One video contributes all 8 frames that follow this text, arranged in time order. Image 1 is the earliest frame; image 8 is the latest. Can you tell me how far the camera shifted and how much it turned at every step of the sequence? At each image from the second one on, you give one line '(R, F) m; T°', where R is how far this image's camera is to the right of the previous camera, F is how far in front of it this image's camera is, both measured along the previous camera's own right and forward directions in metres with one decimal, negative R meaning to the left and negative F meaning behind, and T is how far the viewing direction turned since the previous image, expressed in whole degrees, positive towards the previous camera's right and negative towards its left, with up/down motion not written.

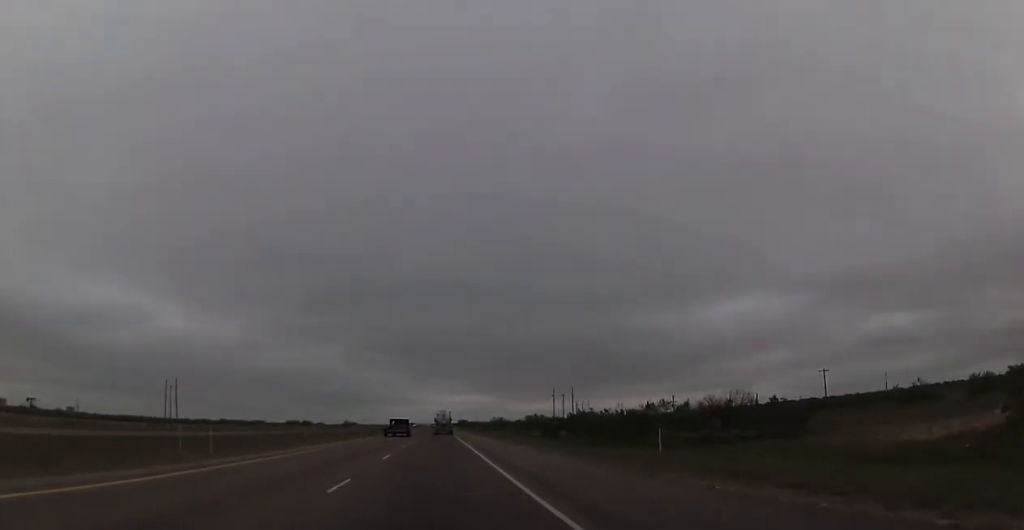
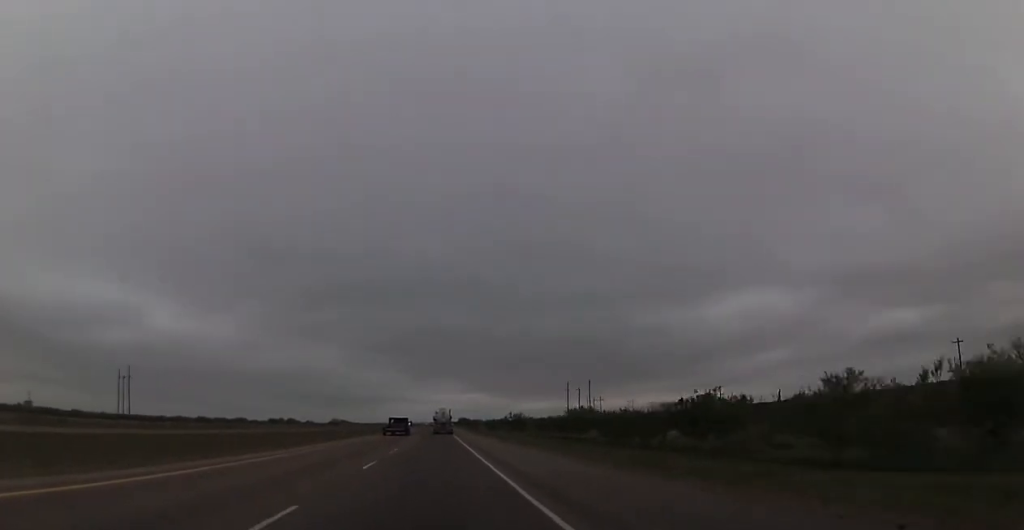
(+0.3, +41.9) m; 0°
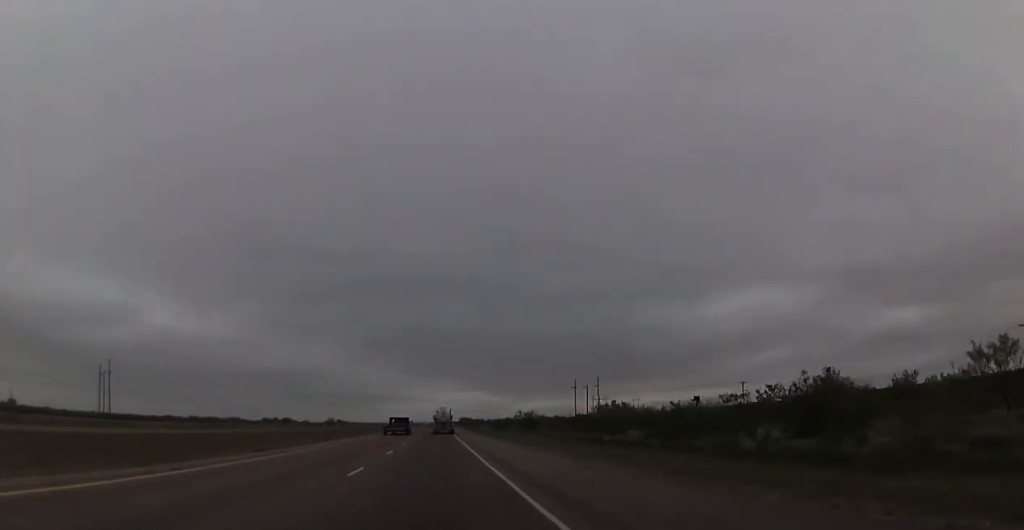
(0.0, +15.1) m; 0°
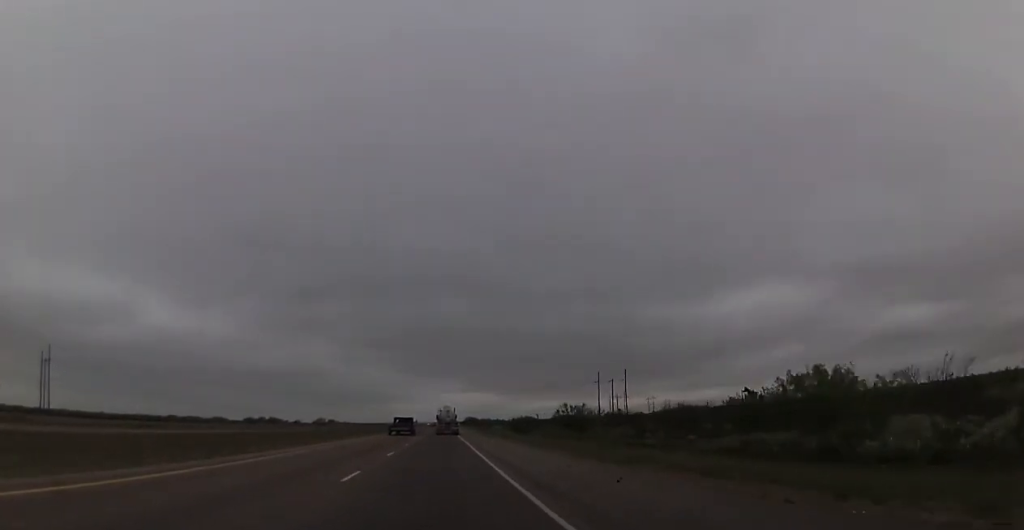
(-0.4, +38.4) m; 0°
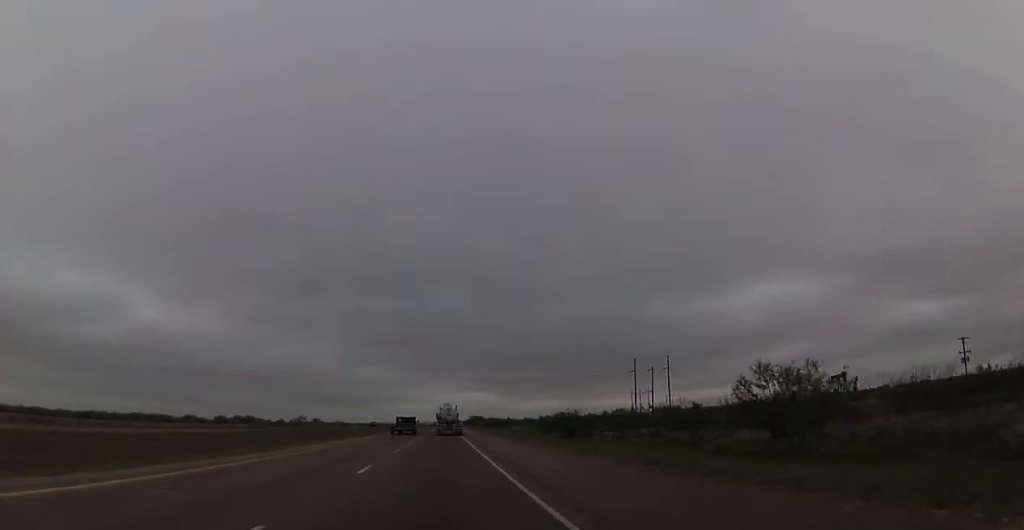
(+0.6, +46.4) m; +1°
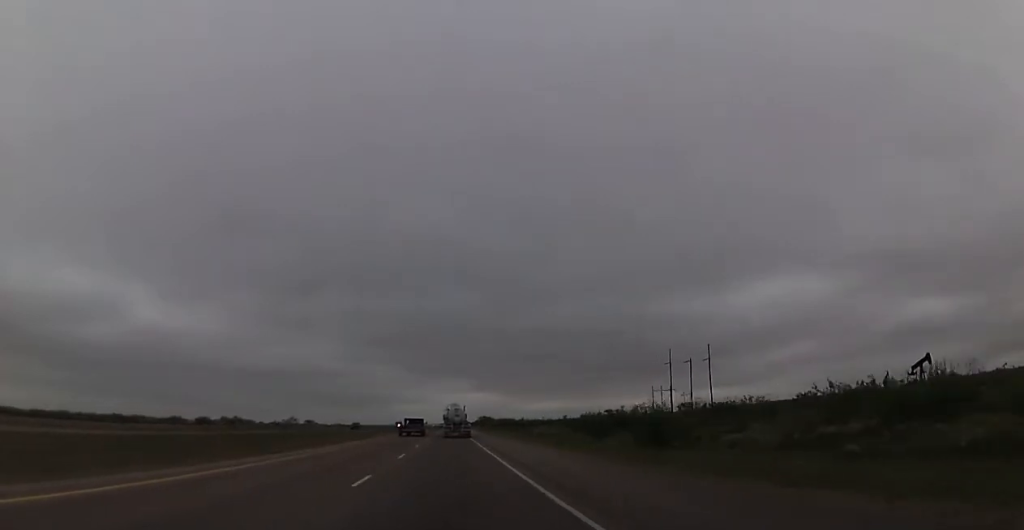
(0.0, +27.7) m; -1°
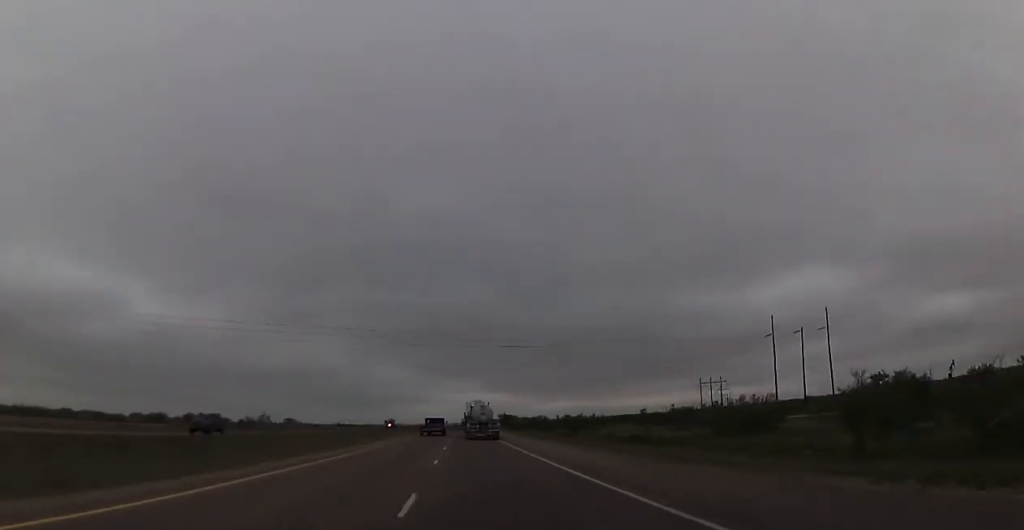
(-1.0, +52.9) m; -1°
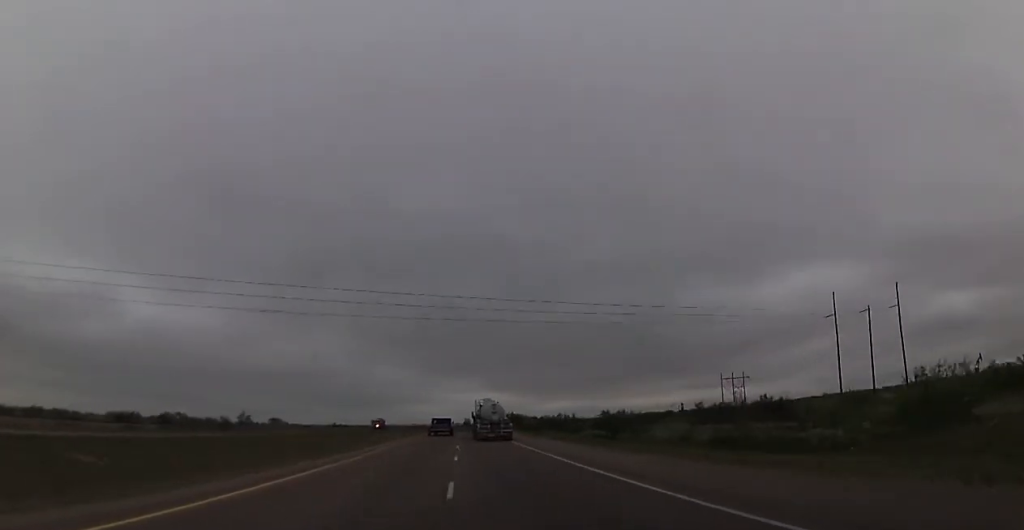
(+0.2, +21.8) m; 0°
